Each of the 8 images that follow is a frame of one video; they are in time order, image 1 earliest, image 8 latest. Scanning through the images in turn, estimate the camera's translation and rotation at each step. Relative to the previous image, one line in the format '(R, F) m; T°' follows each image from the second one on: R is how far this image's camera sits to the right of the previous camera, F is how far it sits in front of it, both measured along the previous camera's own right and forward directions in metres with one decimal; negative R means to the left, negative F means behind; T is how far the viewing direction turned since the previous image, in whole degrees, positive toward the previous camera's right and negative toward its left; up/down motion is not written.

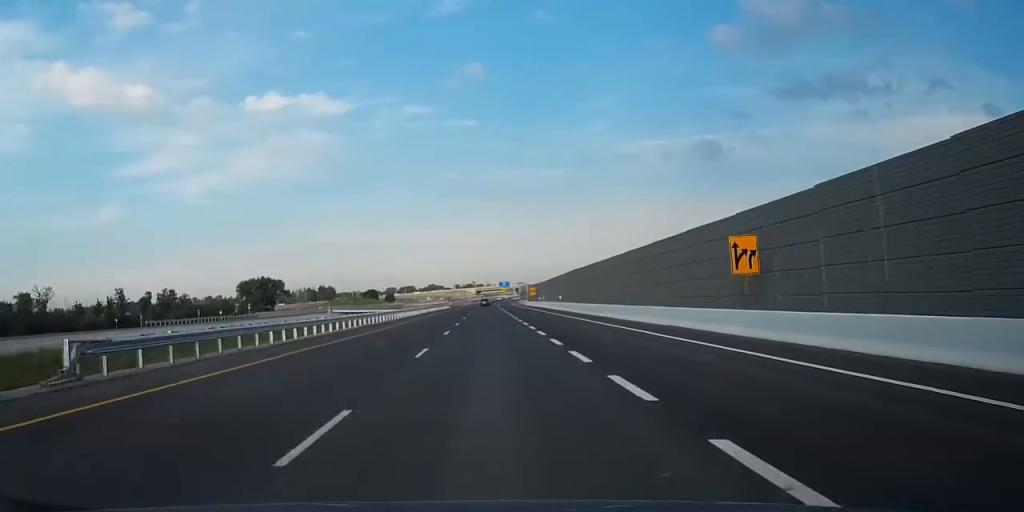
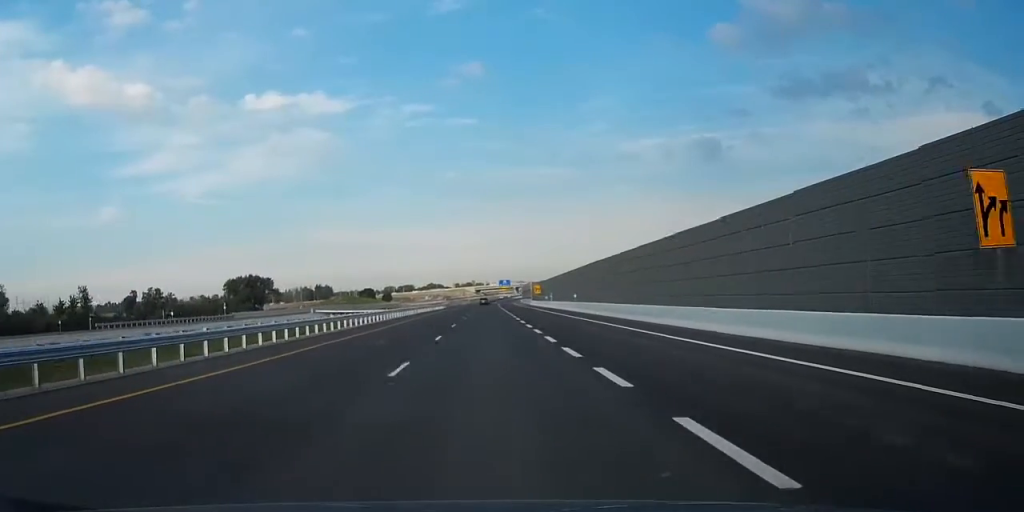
(0.0, +16.5) m; 0°
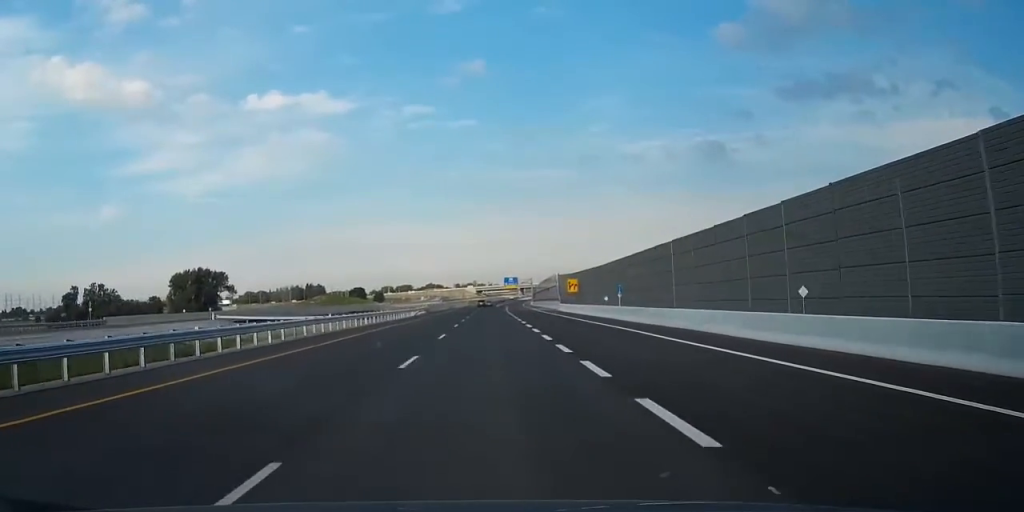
(-0.1, +57.7) m; 0°
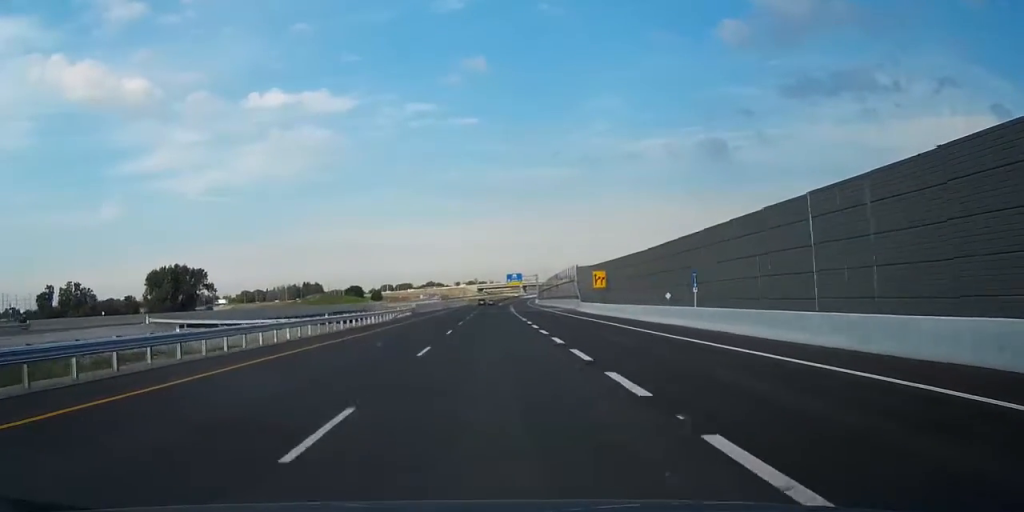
(0.0, +20.6) m; 0°
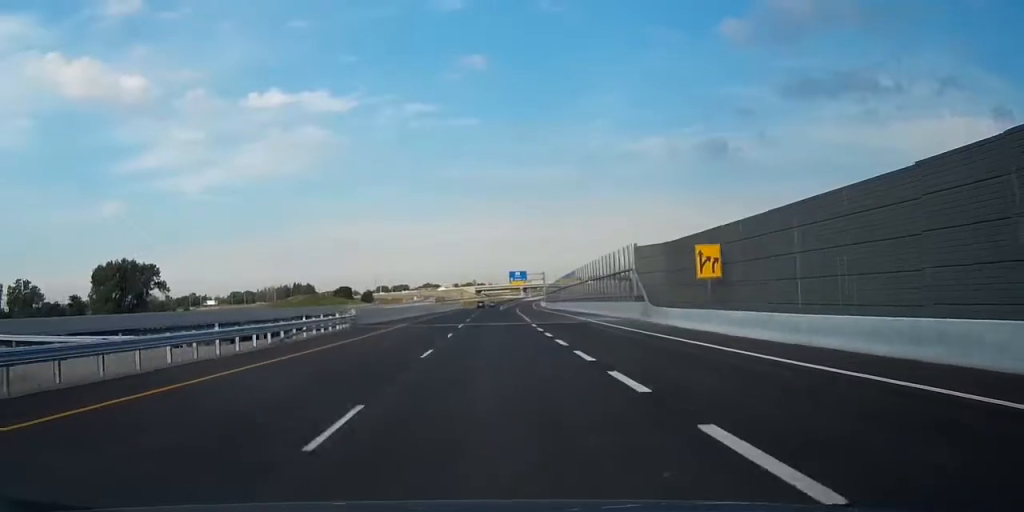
(0.0, +35.1) m; 0°
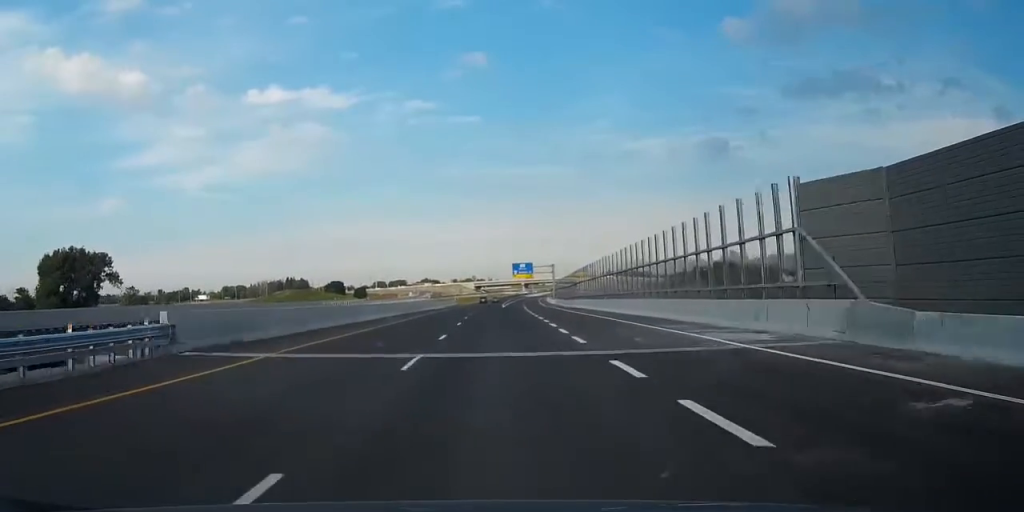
(0.0, +27.9) m; 0°
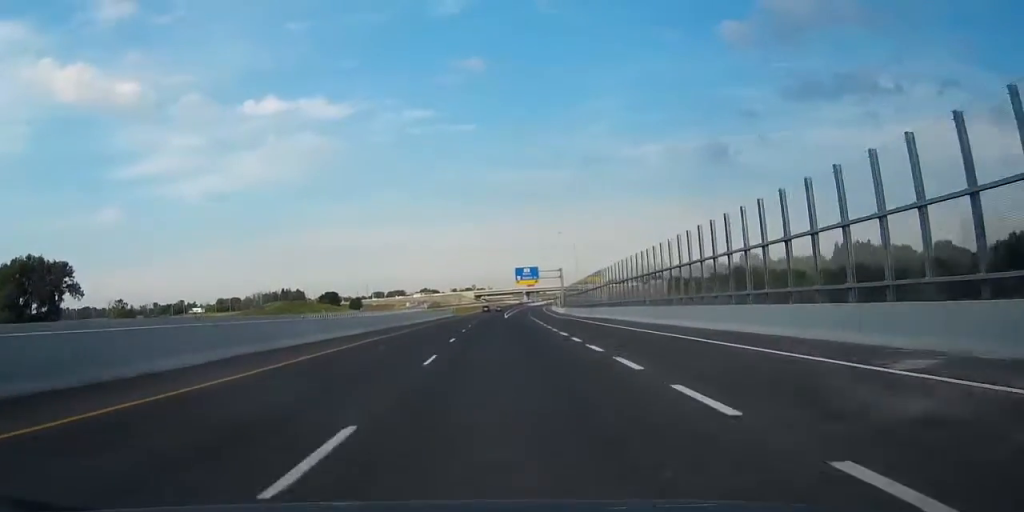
(0.0, +18.6) m; 0°
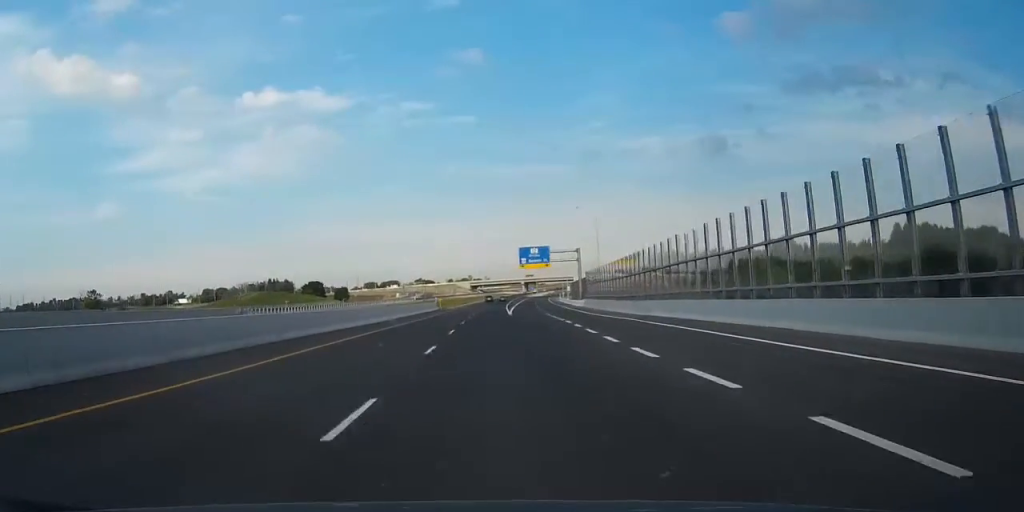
(0.0, +34.1) m; 0°
